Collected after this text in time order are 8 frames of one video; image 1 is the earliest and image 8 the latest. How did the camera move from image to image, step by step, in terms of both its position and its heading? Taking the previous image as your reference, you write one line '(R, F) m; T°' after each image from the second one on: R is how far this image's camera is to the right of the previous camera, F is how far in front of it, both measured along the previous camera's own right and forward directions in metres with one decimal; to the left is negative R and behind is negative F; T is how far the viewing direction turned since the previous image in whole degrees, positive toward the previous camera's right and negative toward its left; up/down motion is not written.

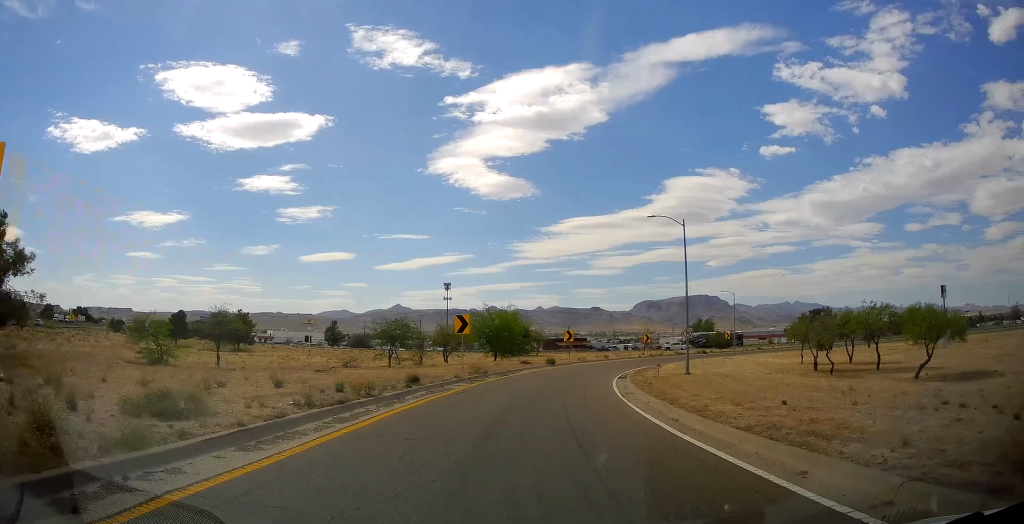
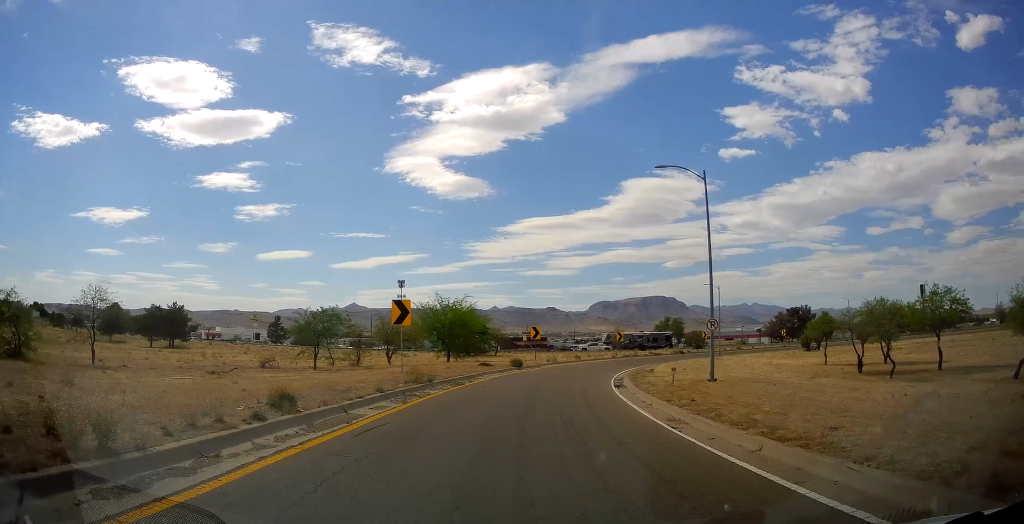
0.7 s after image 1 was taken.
(+0.4, +10.3) m; +5°
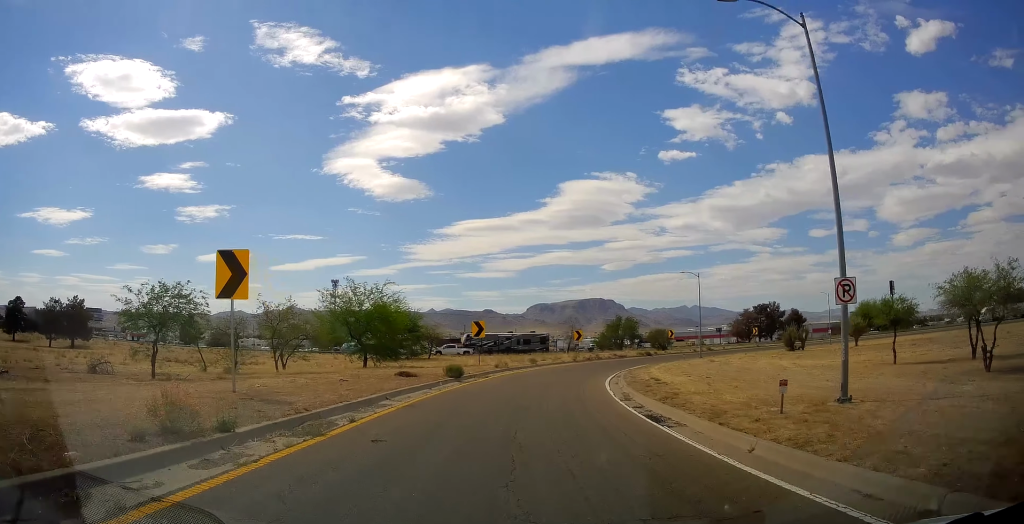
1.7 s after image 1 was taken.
(+1.0, +14.0) m; +8°
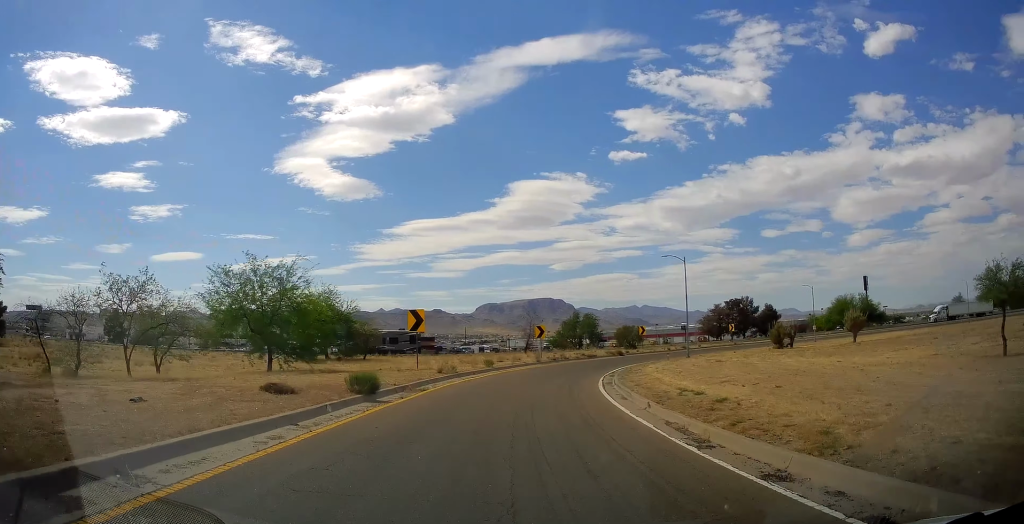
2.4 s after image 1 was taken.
(+0.4, +11.1) m; +6°
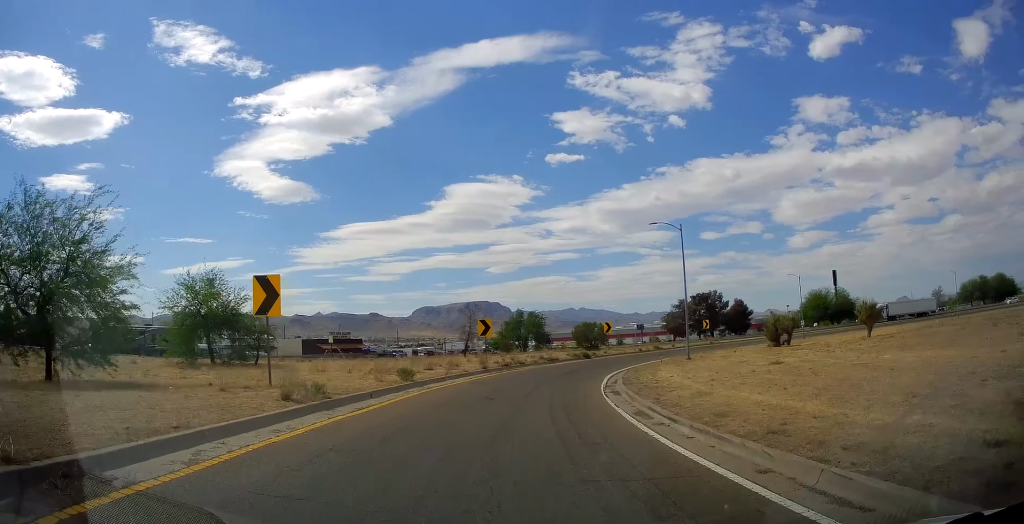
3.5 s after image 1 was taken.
(+0.9, +15.4) m; +3°
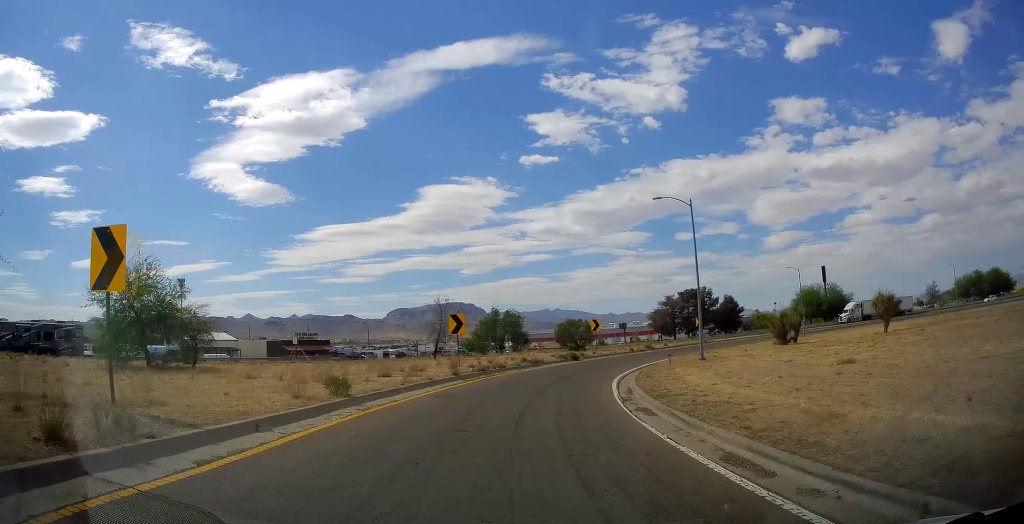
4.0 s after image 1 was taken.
(-0.2, +7.3) m; +1°
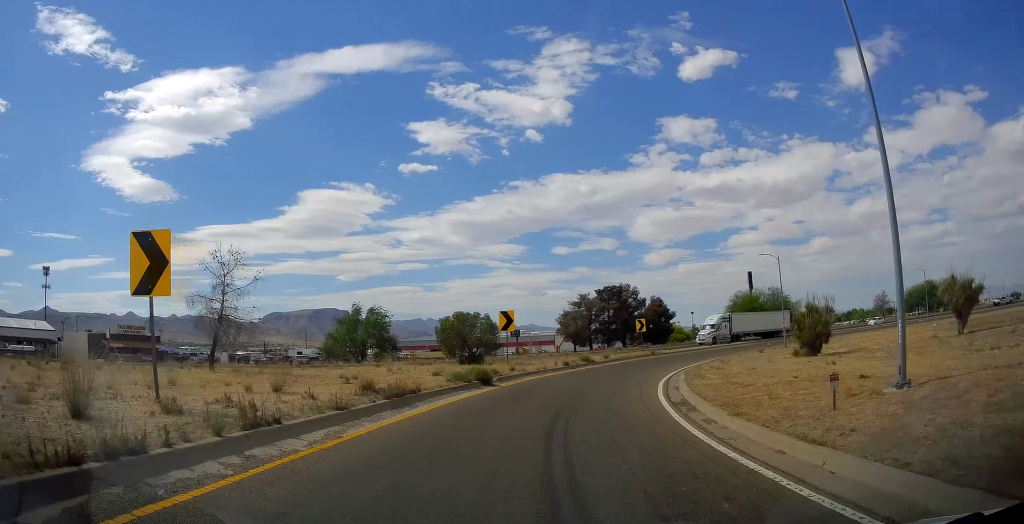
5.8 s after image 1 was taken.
(+2.3, +25.2) m; +13°
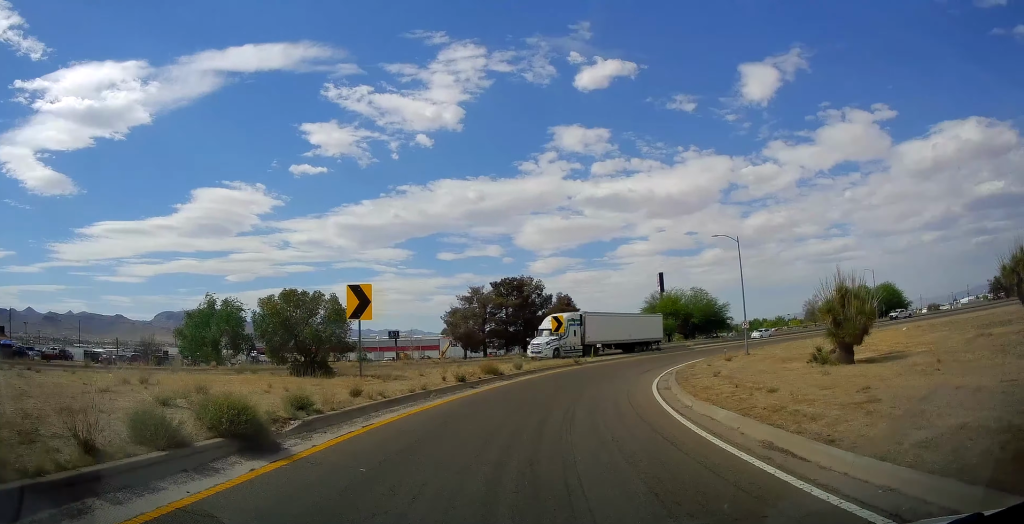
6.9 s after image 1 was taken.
(+1.5, +15.4) m; +10°
